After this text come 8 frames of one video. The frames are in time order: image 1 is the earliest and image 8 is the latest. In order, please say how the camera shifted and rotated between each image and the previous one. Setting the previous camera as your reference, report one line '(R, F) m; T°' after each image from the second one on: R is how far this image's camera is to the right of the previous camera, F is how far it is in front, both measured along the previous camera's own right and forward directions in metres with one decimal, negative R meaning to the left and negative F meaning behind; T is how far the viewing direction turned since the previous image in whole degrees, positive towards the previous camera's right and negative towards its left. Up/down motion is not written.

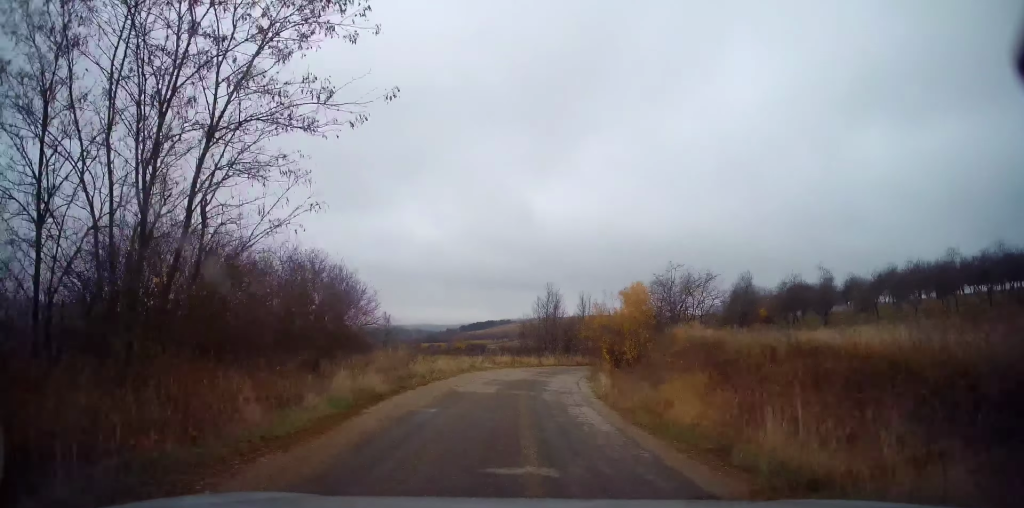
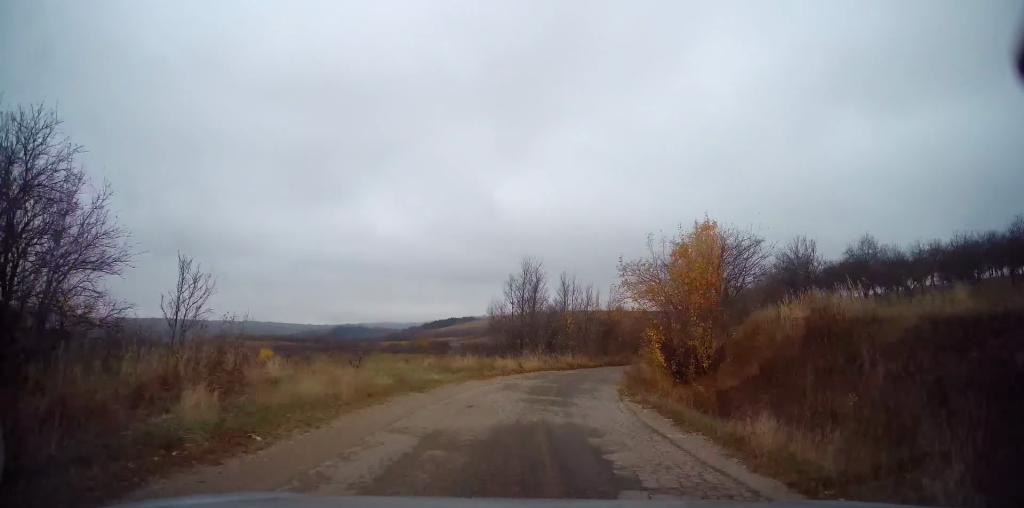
(-0.3, +14.8) m; +2°
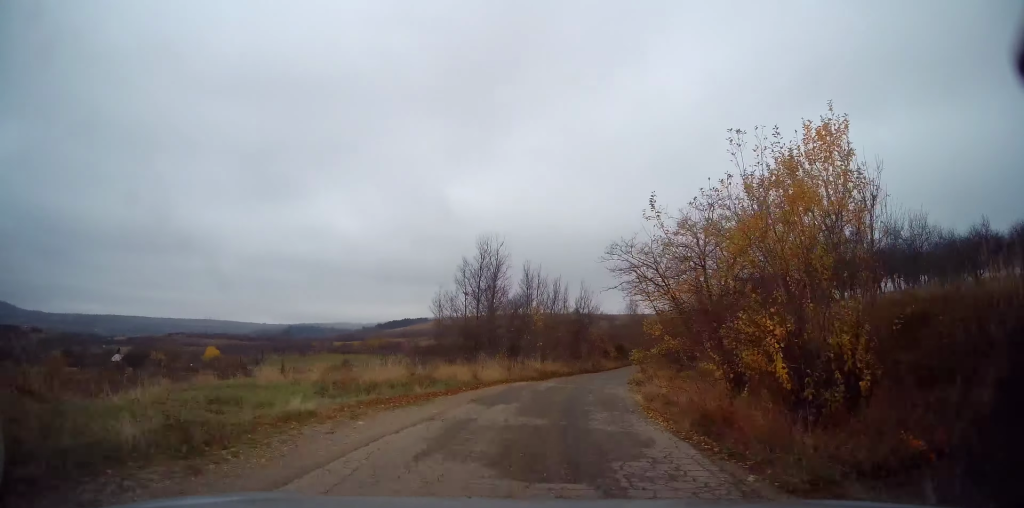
(+0.2, +8.8) m; +6°
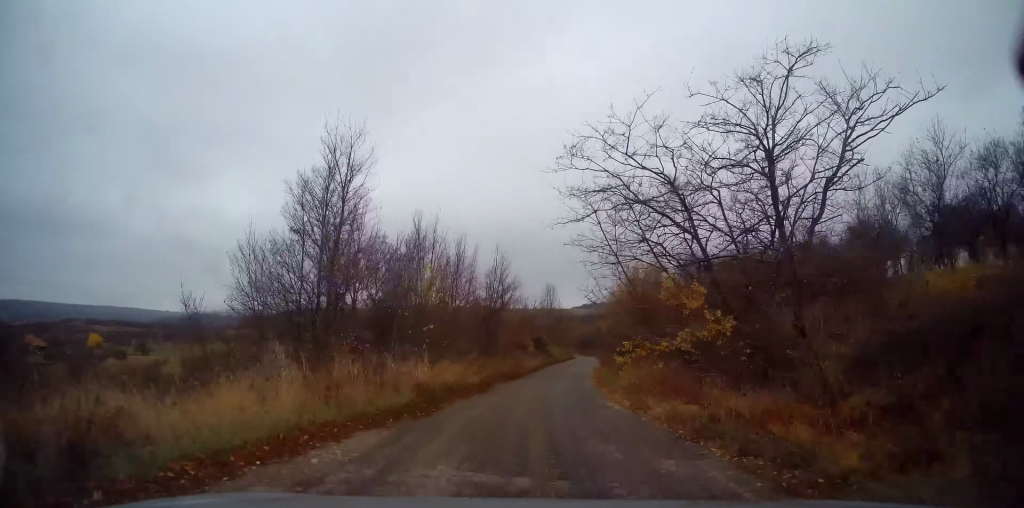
(+1.7, +14.7) m; +12°
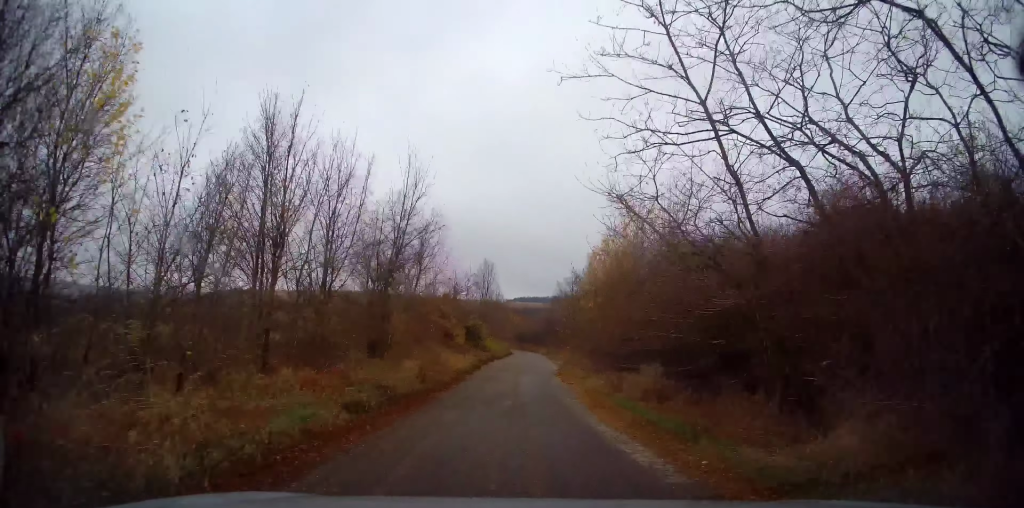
(+0.4, +14.1) m; +3°
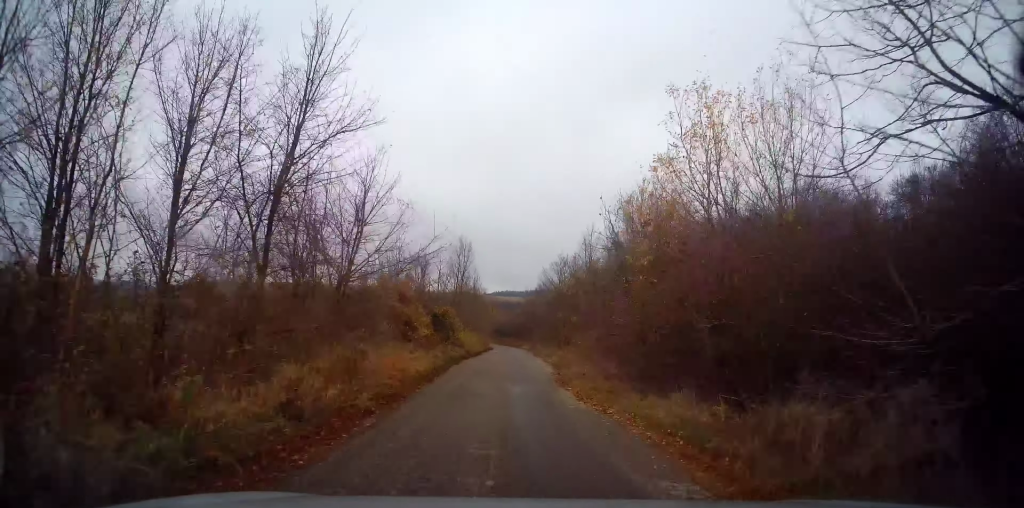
(0.0, +8.4) m; +3°
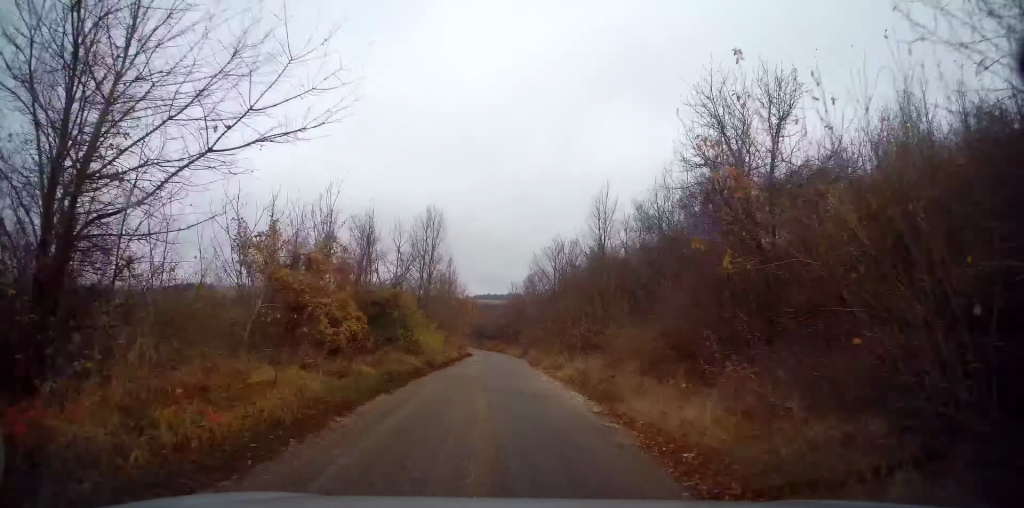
(+0.5, +12.3) m; +5°
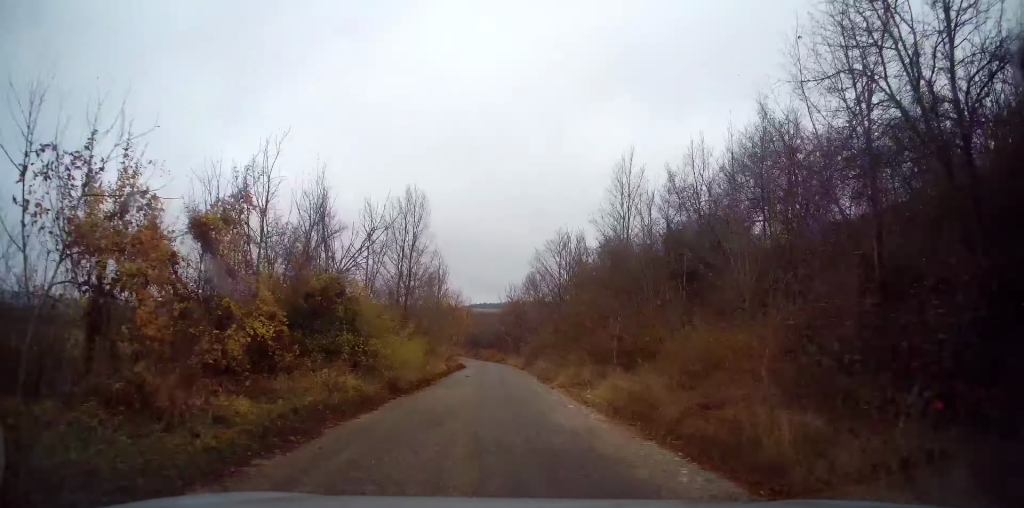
(+0.1, +6.9) m; +1°
